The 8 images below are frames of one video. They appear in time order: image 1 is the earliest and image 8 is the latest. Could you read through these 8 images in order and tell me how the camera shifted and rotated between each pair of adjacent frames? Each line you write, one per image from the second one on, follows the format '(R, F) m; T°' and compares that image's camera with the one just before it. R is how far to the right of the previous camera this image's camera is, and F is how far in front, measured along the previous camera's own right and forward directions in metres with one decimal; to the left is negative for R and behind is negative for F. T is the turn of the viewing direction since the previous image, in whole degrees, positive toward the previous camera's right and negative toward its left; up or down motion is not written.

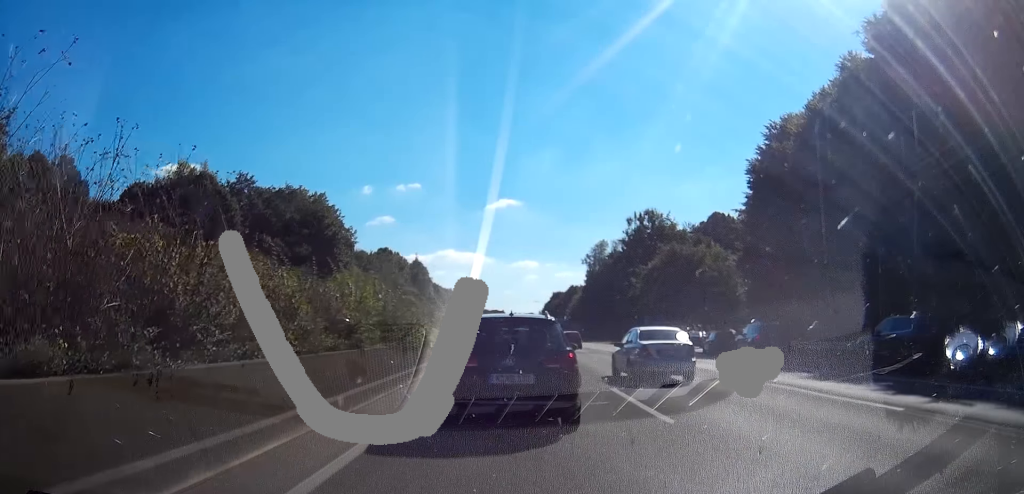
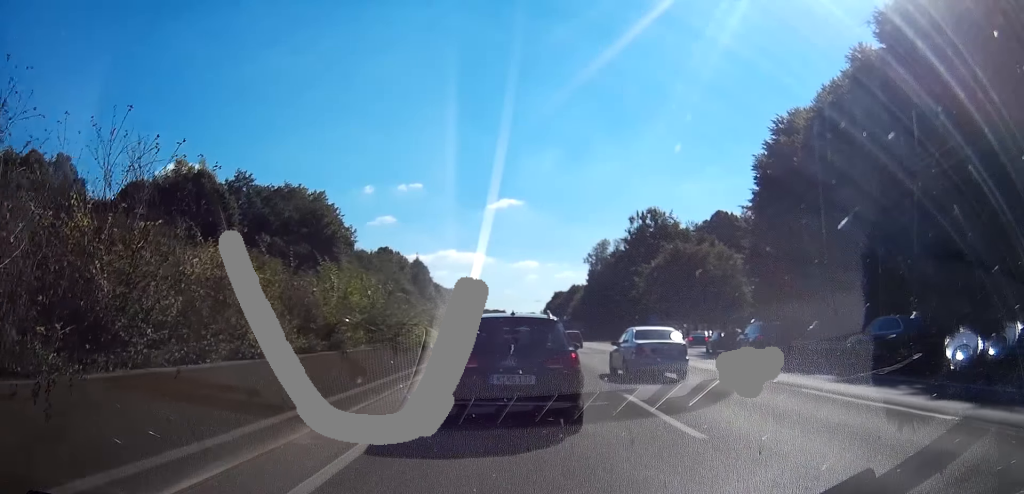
(+0.1, +1.5) m; +1°
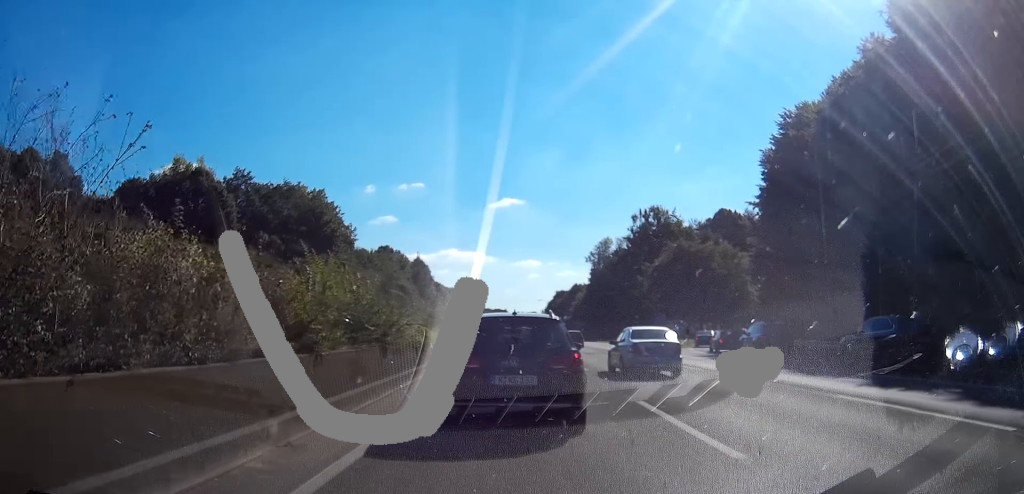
(+0.1, +1.6) m; +1°
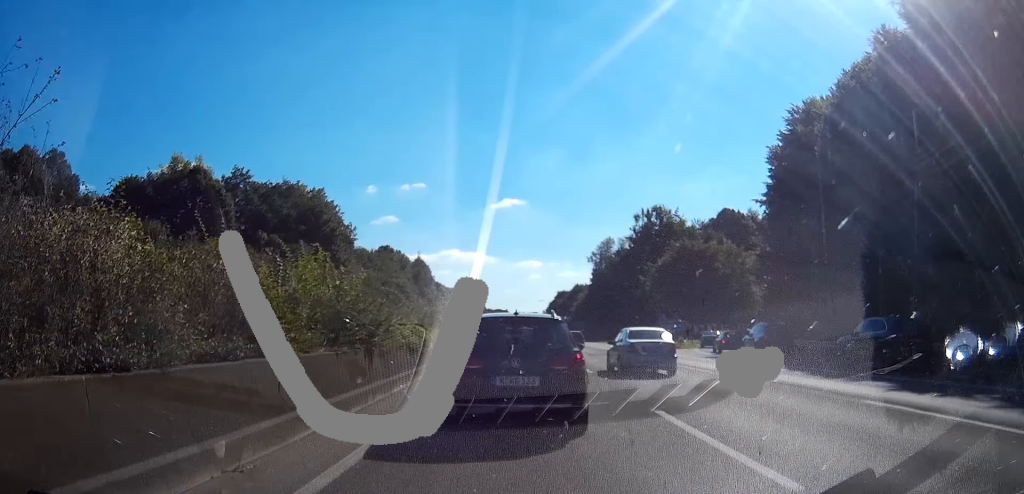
(-0.1, +1.5) m; 0°
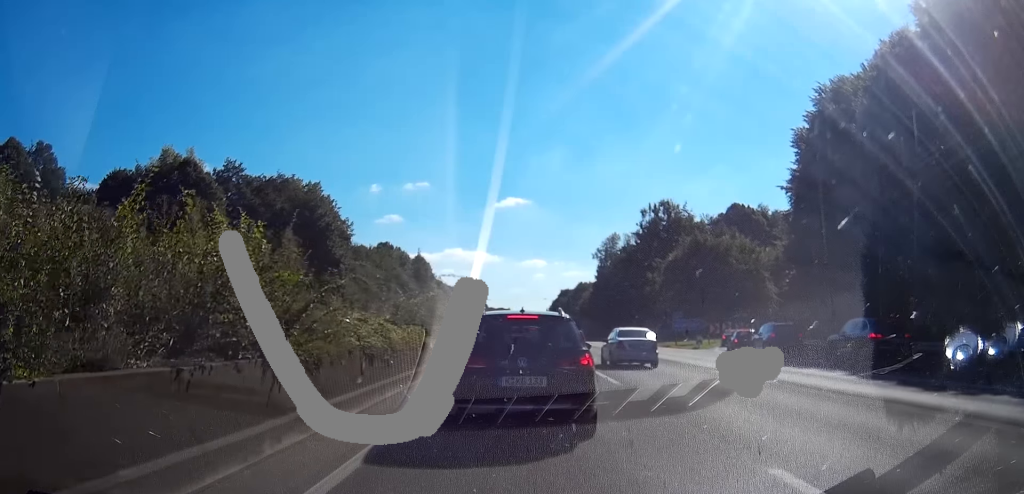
(+0.2, +5.6) m; +5°
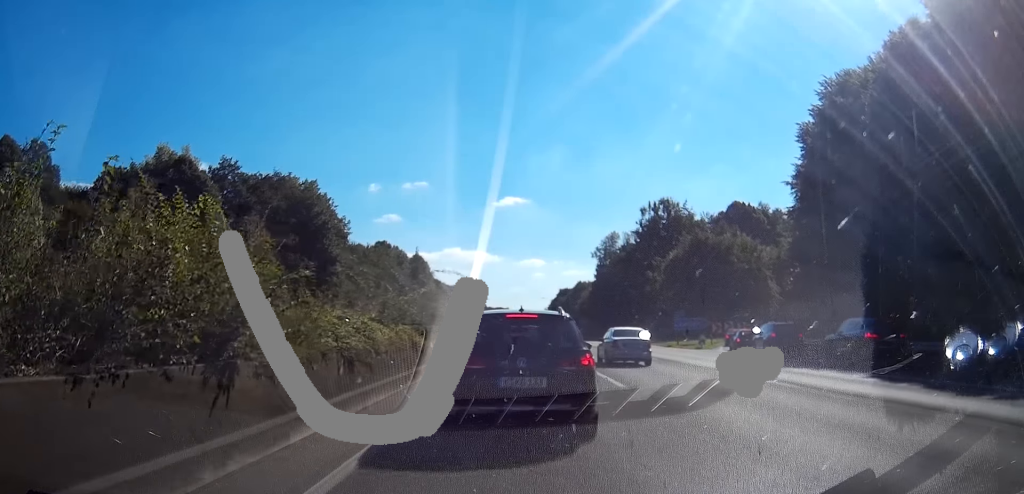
(0.0, +1.5) m; +1°
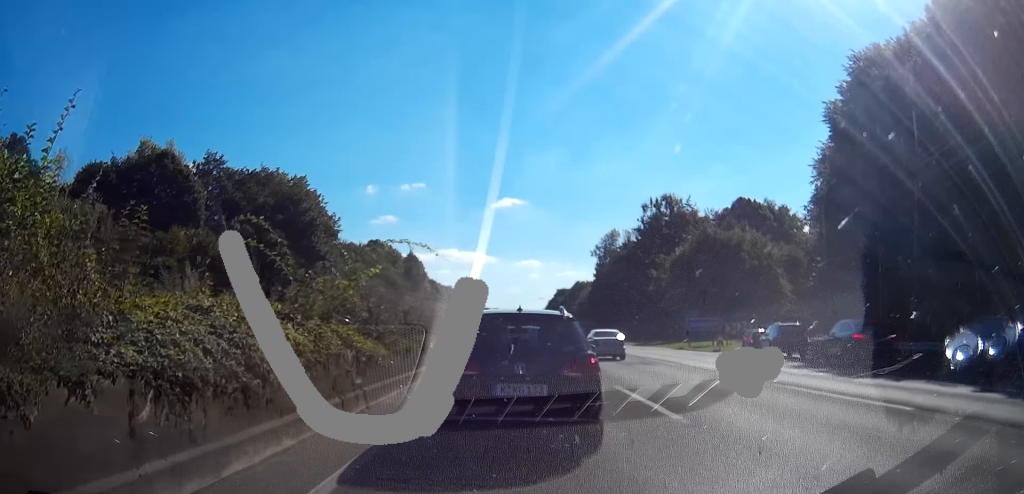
(+0.1, +4.9) m; -2°
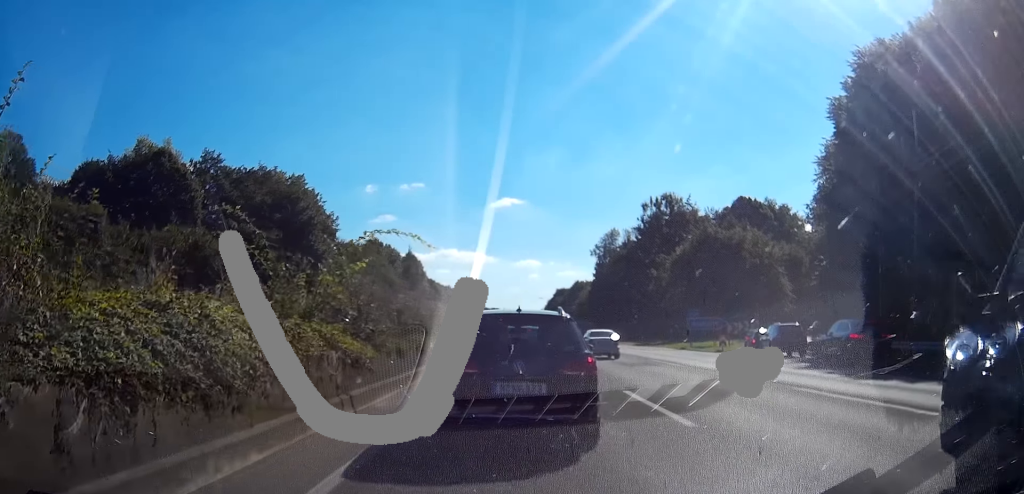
(0.0, +0.9) m; -2°
